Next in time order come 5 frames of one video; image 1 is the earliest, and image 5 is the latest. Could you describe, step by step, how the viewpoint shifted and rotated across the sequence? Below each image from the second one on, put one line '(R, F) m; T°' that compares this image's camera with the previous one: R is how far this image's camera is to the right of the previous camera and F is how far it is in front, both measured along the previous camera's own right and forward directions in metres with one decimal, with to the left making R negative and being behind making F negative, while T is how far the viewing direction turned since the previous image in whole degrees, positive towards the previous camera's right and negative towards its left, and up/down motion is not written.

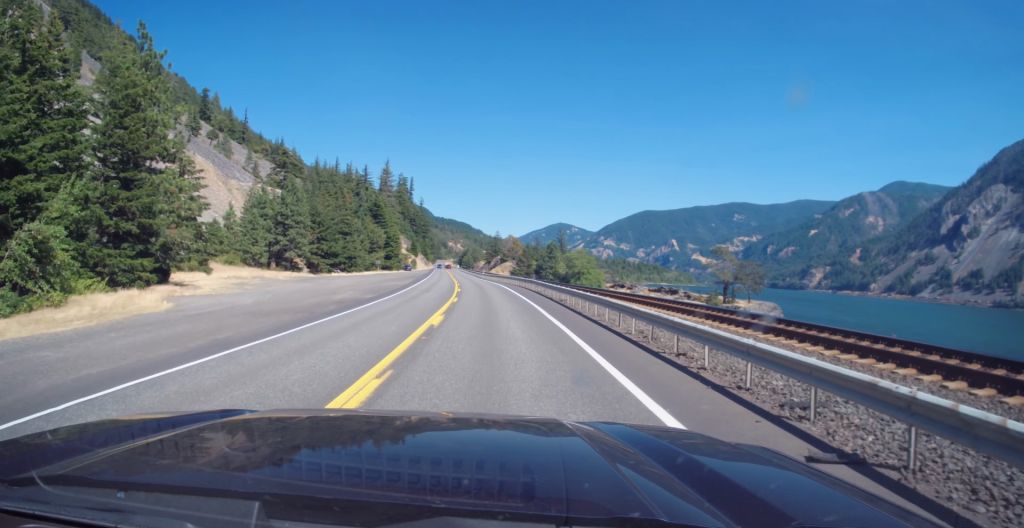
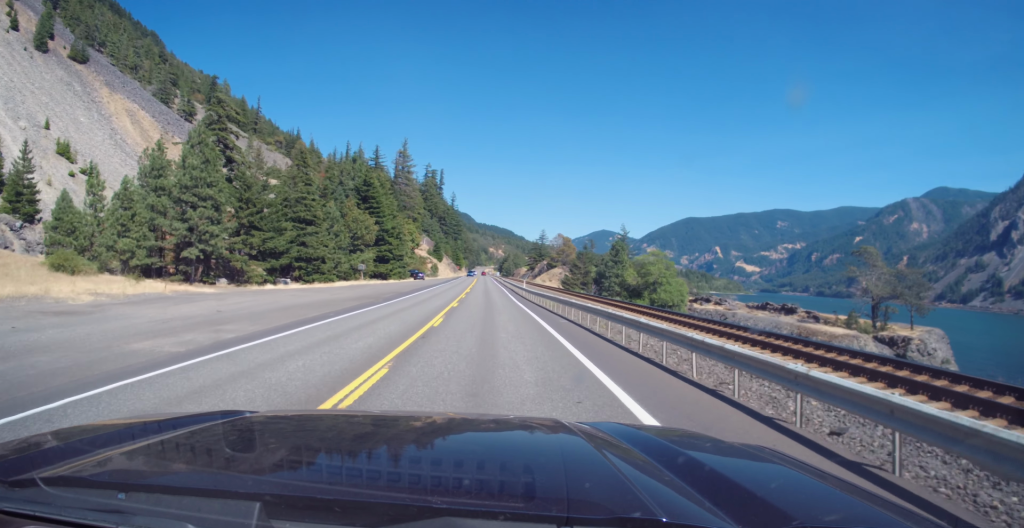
(-1.8, +47.1) m; -4°
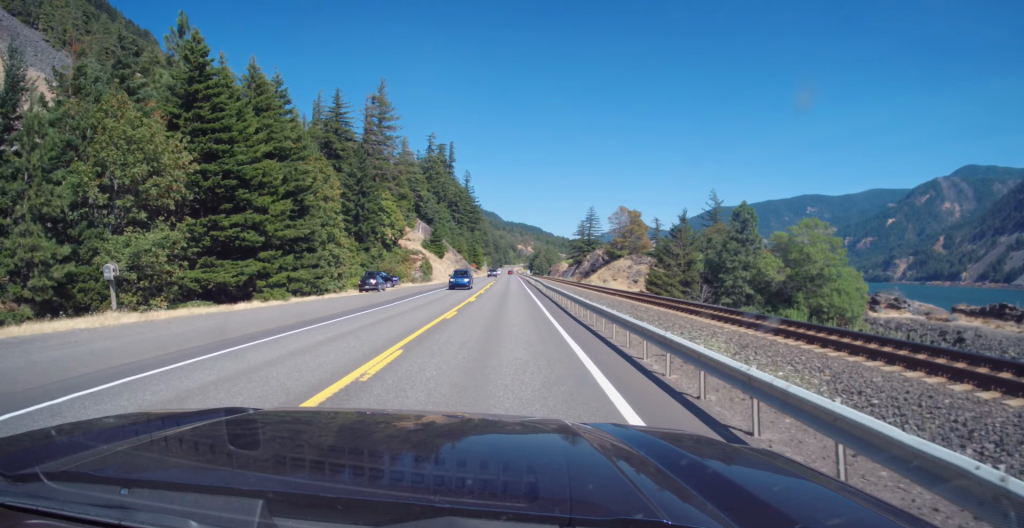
(-1.3, +61.3) m; -2°
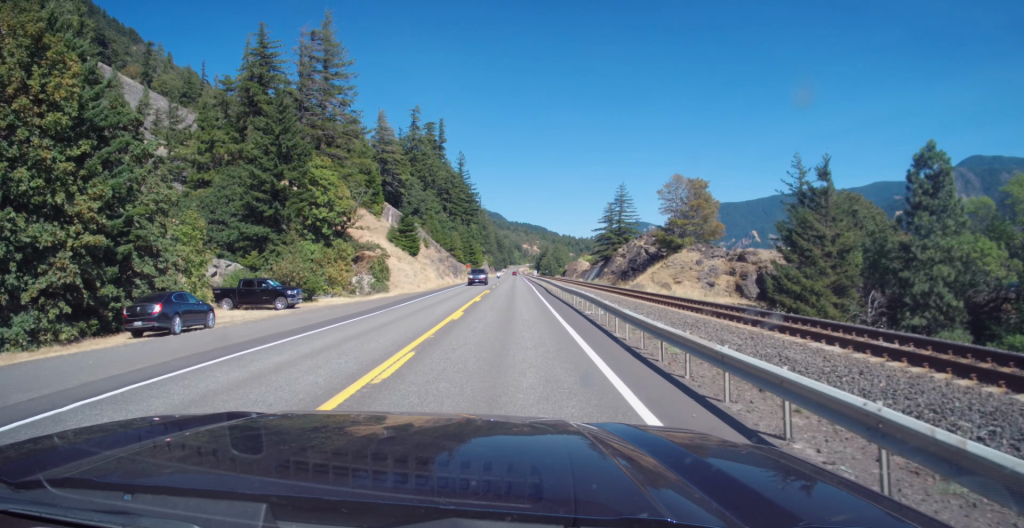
(0.0, +36.6) m; 0°
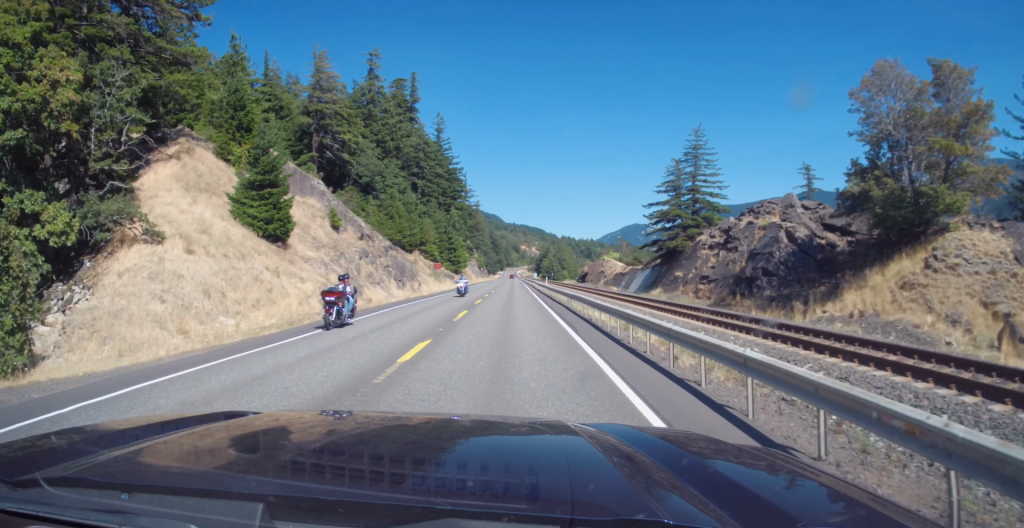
(0.0, +46.5) m; 0°
